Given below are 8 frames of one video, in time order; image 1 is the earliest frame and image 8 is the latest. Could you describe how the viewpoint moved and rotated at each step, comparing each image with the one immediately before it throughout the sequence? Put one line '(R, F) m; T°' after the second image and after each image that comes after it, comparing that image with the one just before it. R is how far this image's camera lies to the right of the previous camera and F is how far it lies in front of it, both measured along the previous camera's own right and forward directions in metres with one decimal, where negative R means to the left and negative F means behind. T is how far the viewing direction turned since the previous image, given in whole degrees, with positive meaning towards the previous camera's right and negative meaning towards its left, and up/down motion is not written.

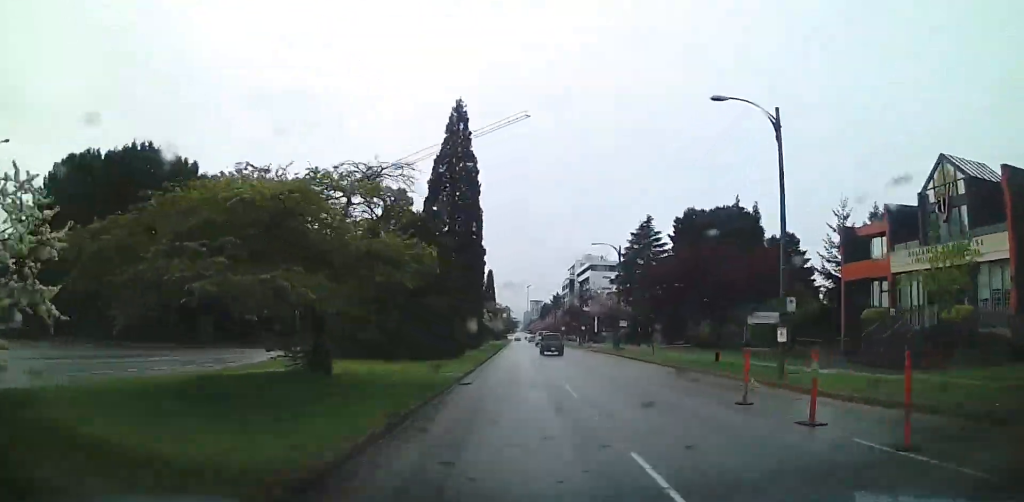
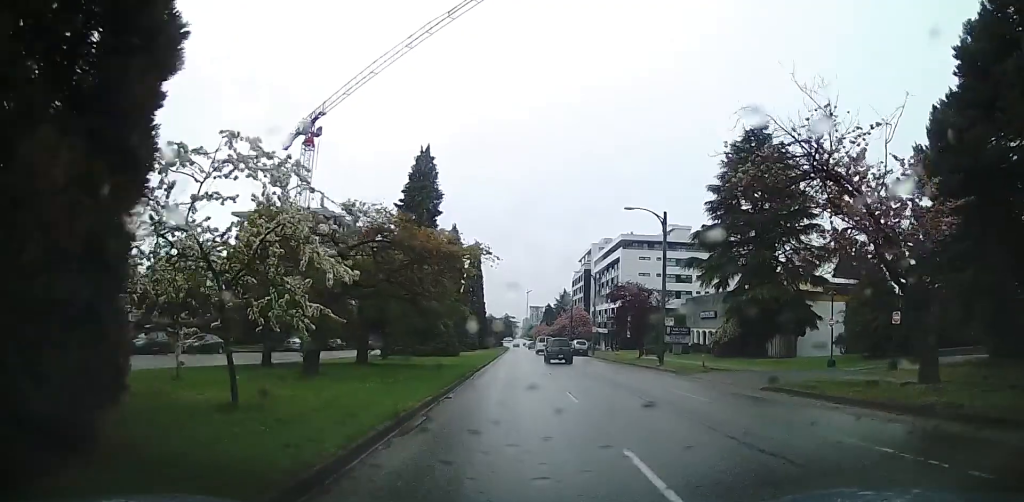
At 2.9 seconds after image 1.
(+1.5, +46.6) m; +3°
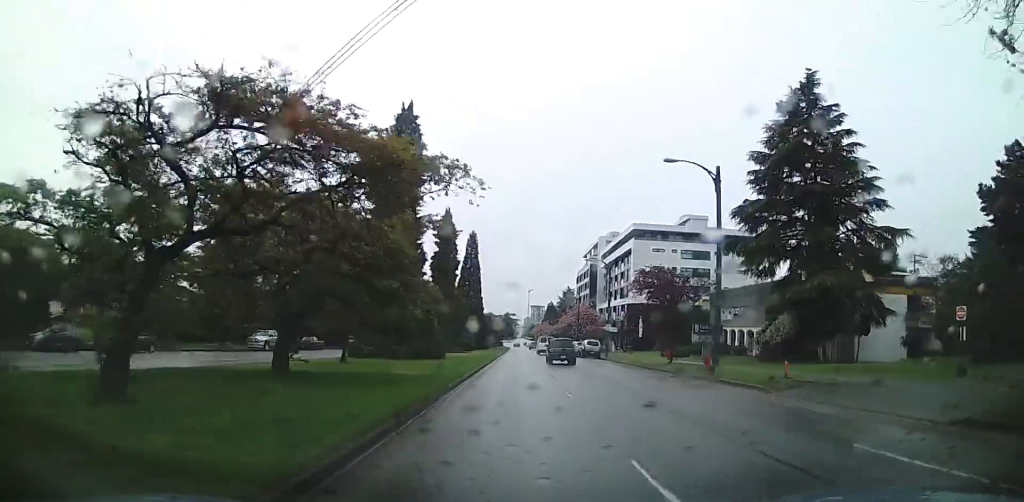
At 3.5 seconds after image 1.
(+0.1, +8.9) m; 0°
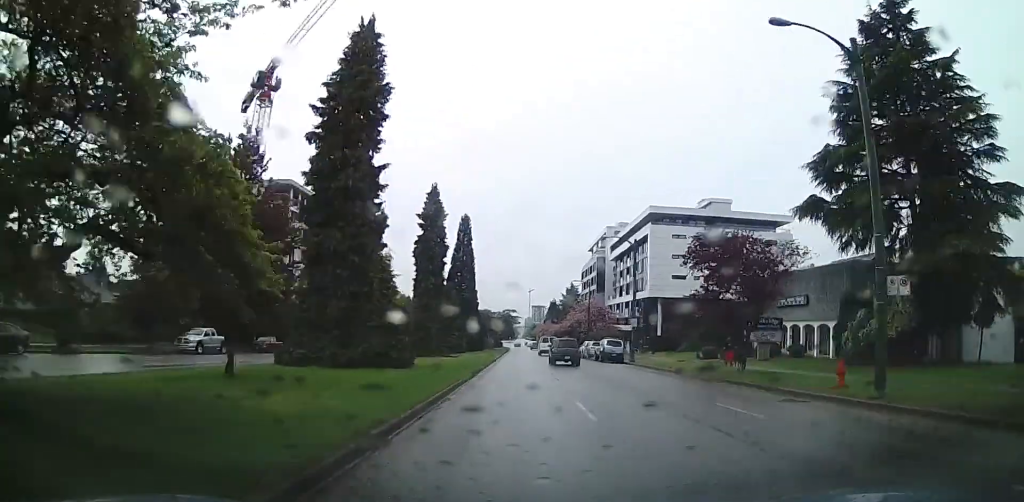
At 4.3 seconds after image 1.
(-0.3, +11.4) m; 0°
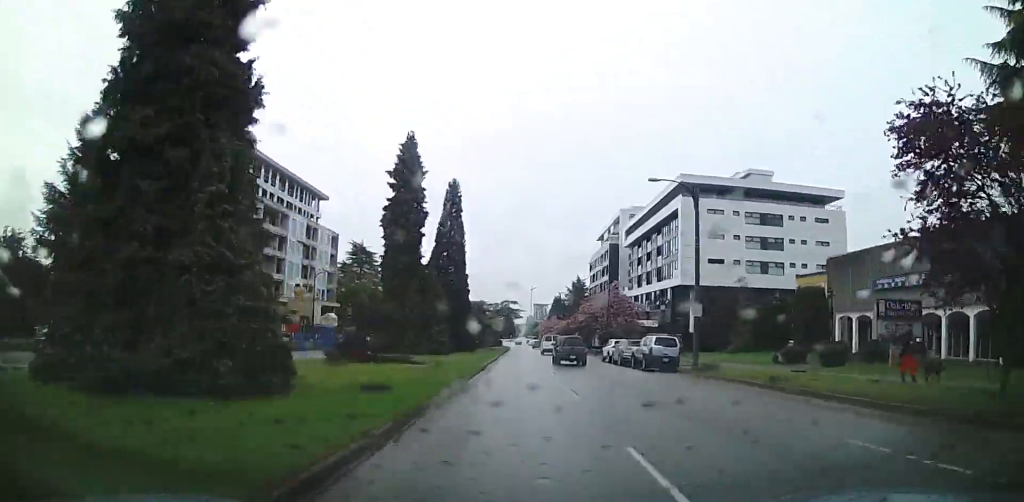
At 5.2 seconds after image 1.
(+0.3, +14.7) m; 0°
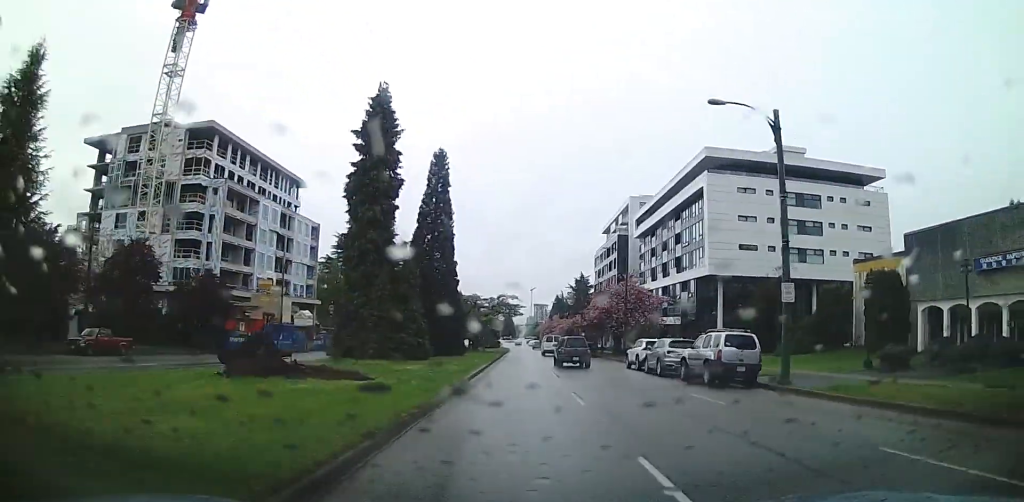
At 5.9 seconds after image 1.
(-0.1, +9.7) m; 0°
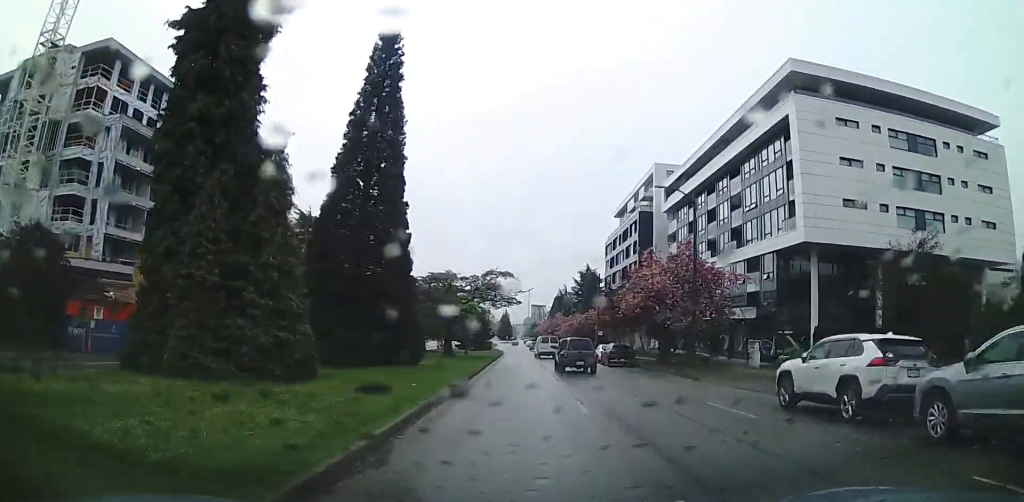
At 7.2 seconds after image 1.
(+0.1, +19.8) m; +1°
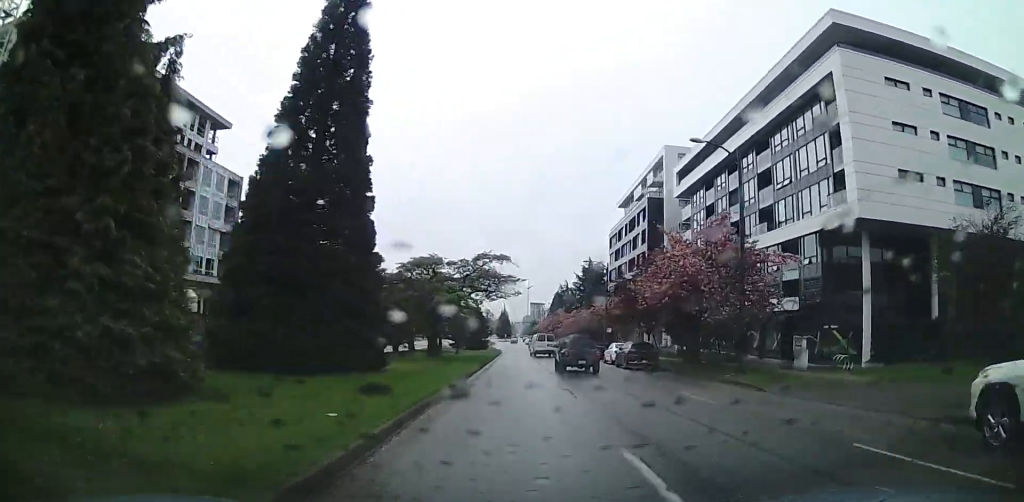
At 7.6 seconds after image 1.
(0.0, +6.6) m; 0°
